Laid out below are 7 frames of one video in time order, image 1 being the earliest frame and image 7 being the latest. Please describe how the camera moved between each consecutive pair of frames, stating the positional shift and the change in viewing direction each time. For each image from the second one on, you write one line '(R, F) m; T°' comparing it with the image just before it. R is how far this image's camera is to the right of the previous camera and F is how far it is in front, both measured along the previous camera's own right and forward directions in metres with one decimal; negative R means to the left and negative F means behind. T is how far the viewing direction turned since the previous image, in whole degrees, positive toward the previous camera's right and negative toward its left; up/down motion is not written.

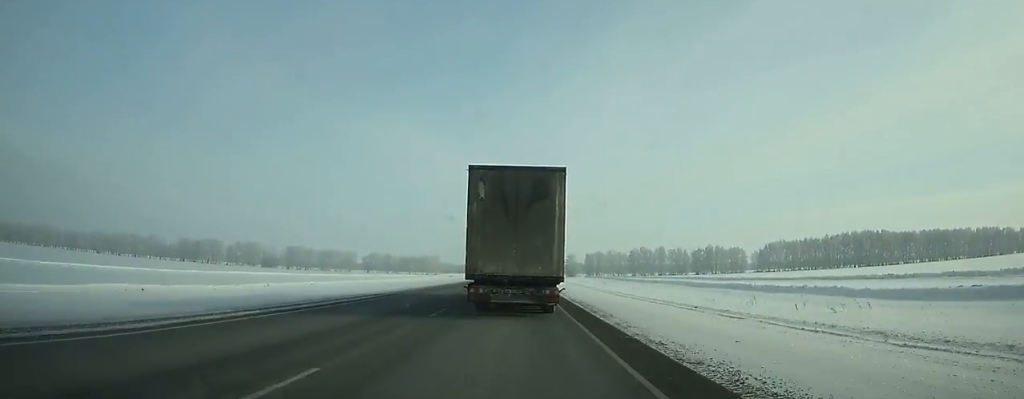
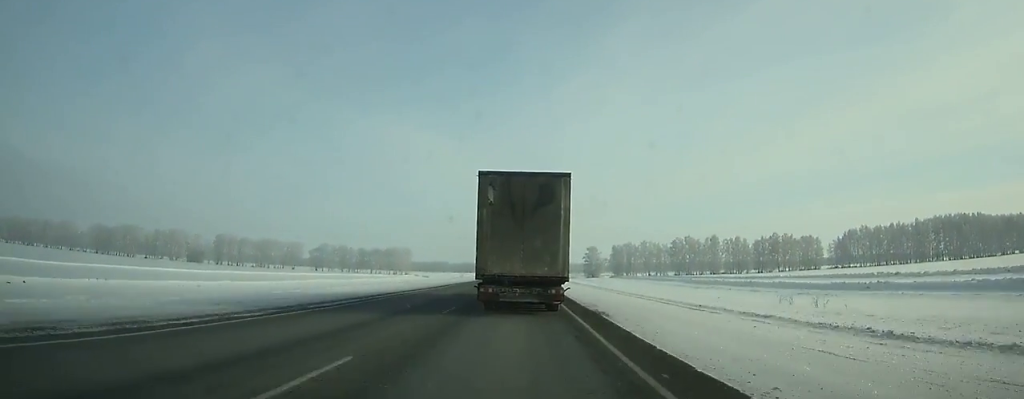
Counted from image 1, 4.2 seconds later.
(+0.1, +93.8) m; 0°
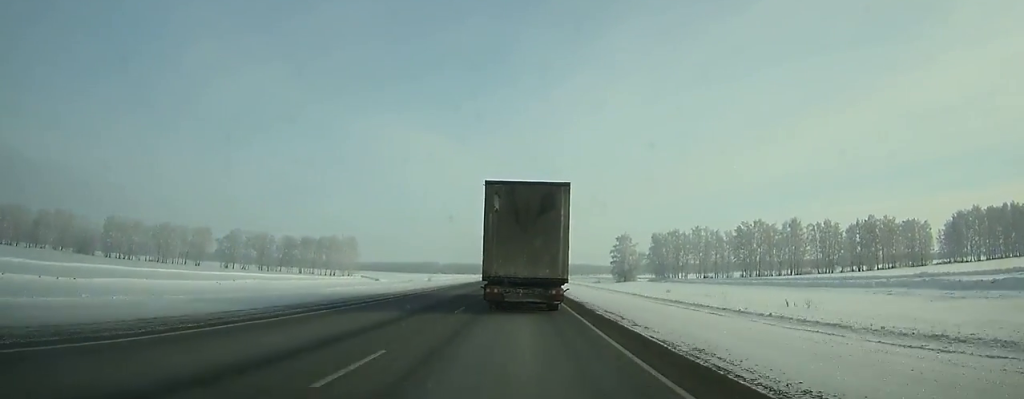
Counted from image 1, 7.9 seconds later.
(+0.1, +82.5) m; 0°
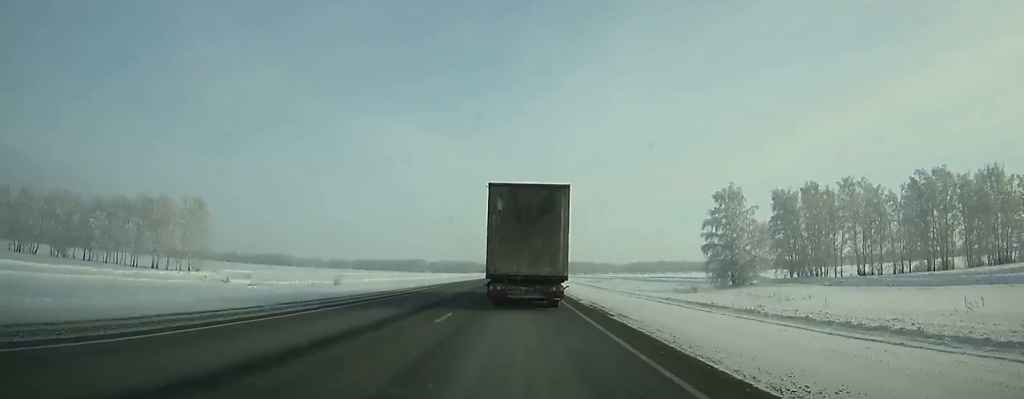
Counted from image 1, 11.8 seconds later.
(+0.2, +88.0) m; 0°
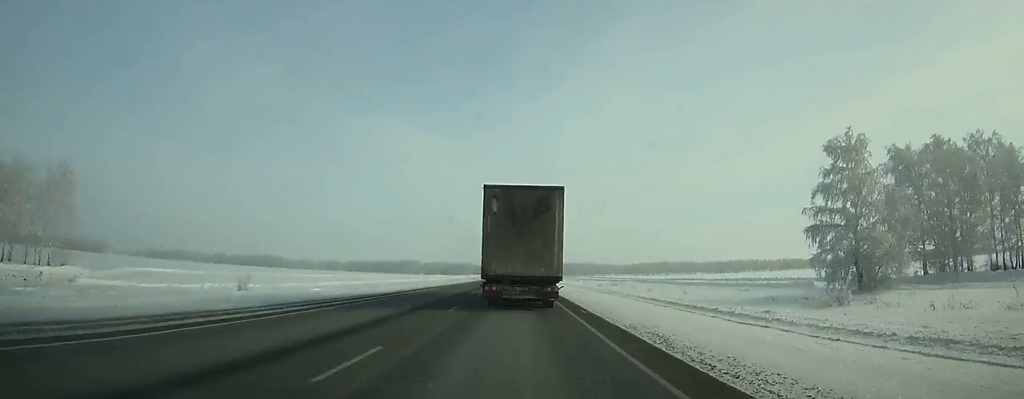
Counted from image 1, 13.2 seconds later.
(0.0, +32.5) m; 0°
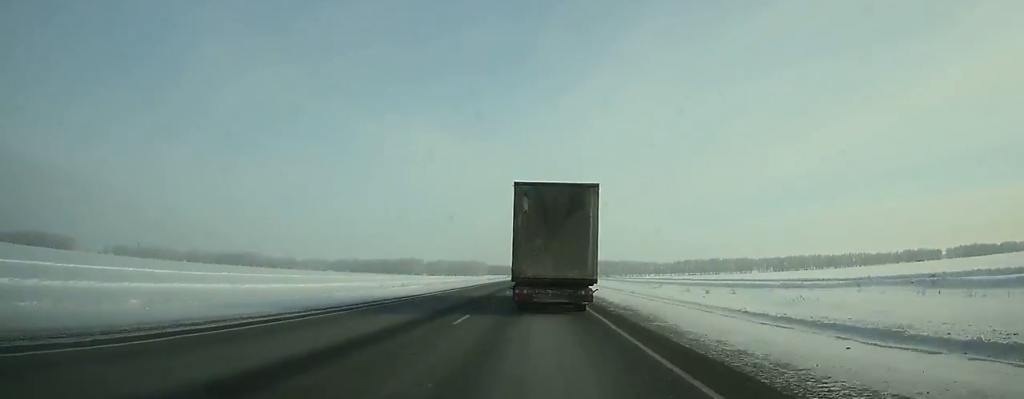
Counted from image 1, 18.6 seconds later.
(-1.4, +130.9) m; -1°
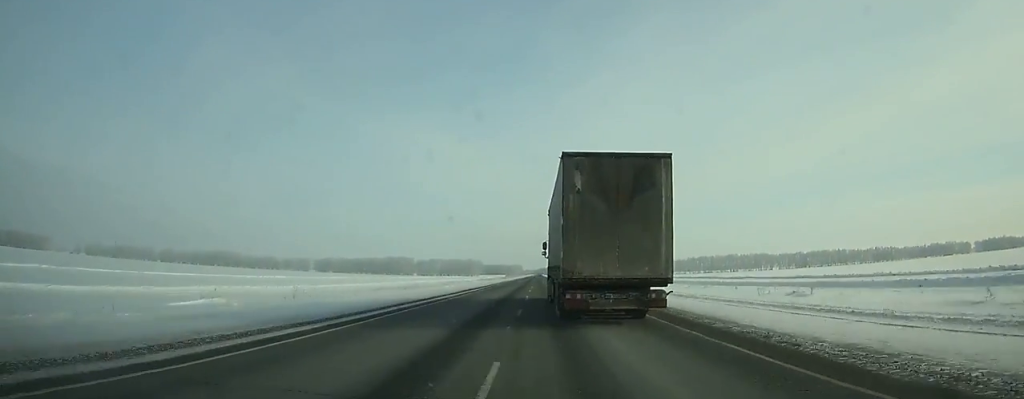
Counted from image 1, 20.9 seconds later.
(-0.3, +59.8) m; 0°
